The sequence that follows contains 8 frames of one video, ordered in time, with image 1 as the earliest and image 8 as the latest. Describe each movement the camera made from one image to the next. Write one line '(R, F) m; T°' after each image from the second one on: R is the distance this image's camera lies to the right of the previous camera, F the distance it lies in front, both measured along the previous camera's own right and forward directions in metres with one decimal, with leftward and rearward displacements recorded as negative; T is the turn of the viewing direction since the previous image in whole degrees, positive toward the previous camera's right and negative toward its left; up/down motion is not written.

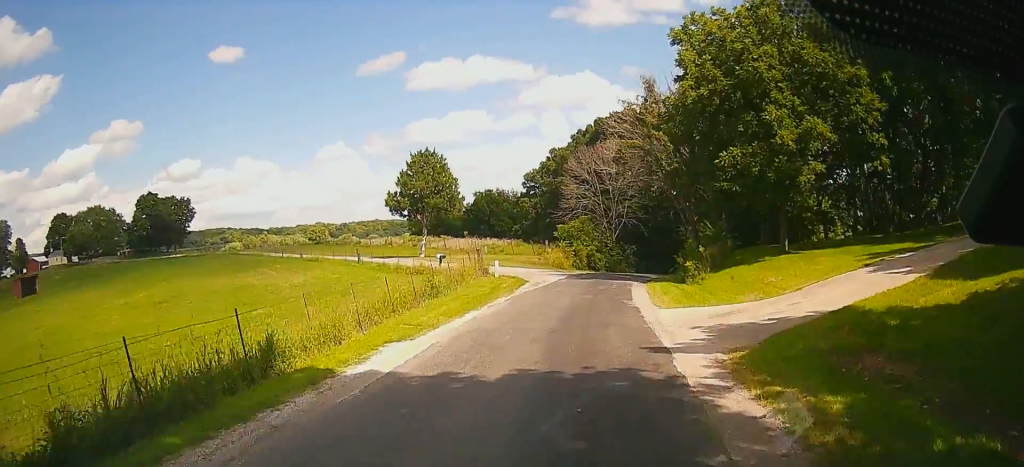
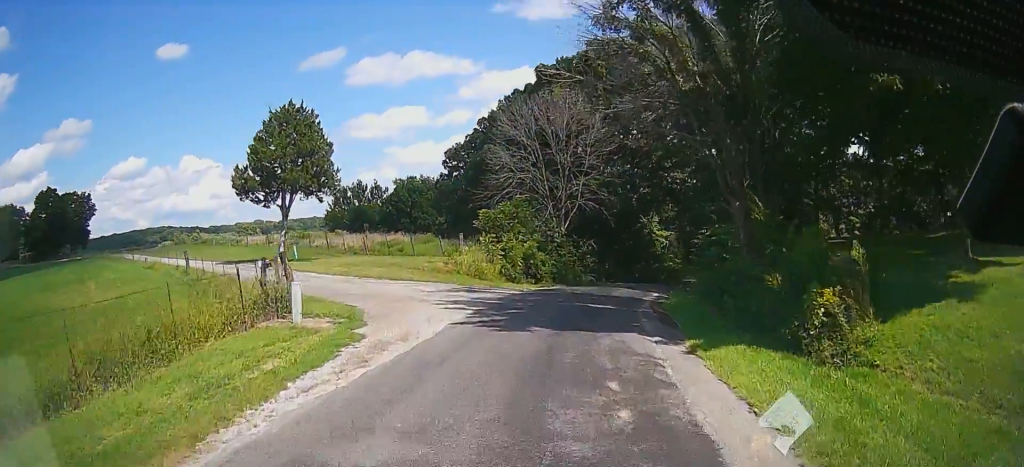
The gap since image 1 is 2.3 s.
(+2.9, +22.1) m; +9°
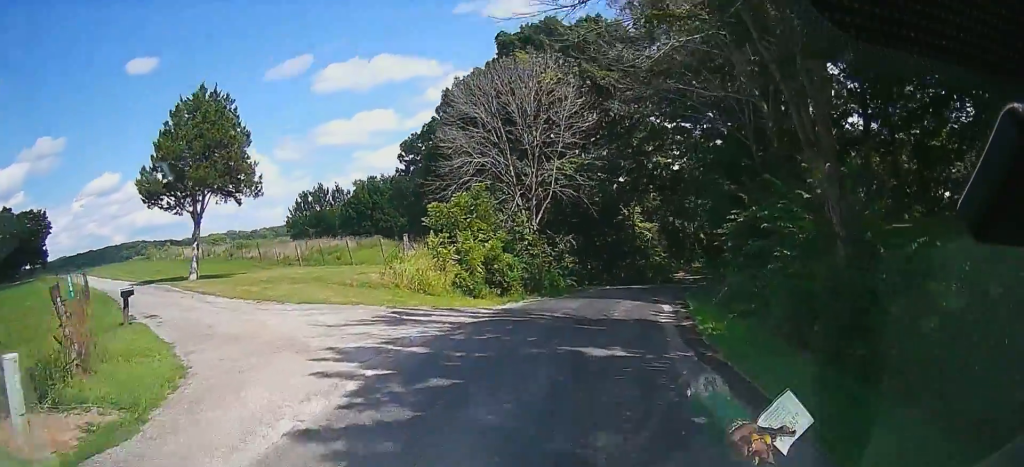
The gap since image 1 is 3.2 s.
(0.0, +8.9) m; 0°
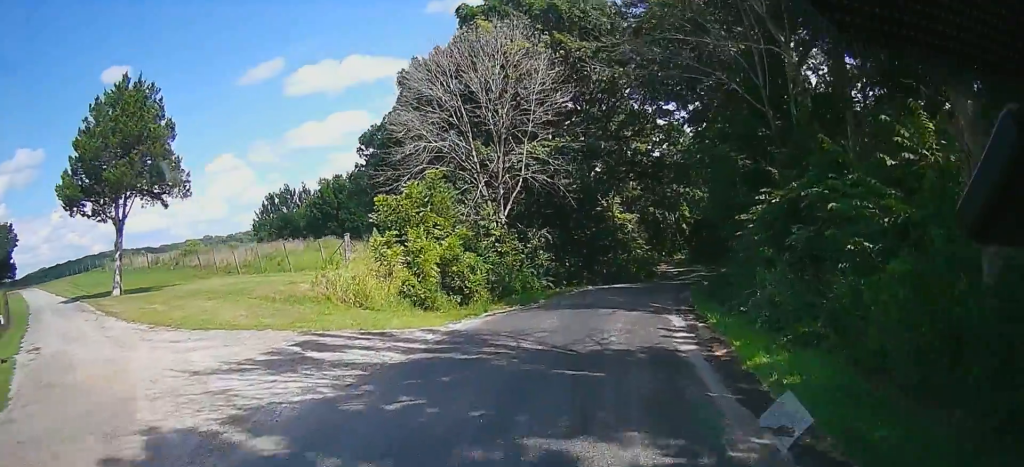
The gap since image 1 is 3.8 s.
(0.0, +5.5) m; +1°
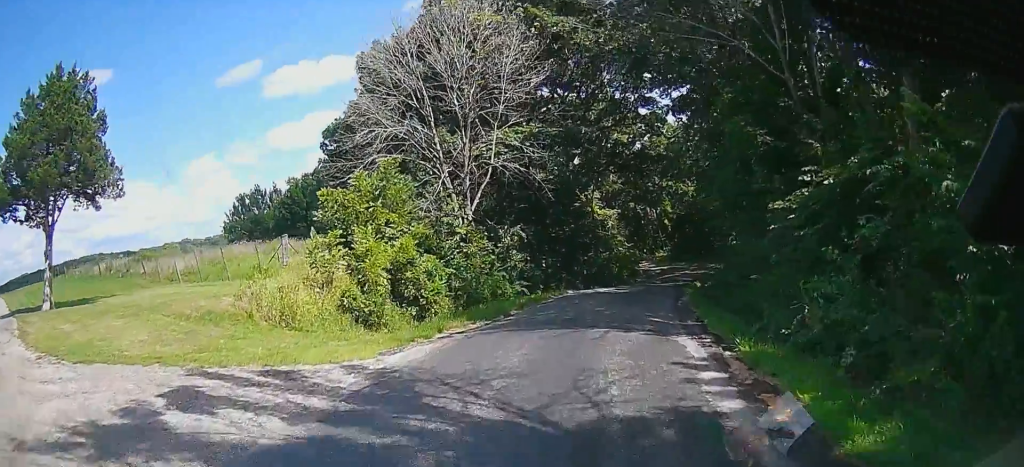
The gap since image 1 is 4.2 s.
(-0.1, +4.2) m; +2°
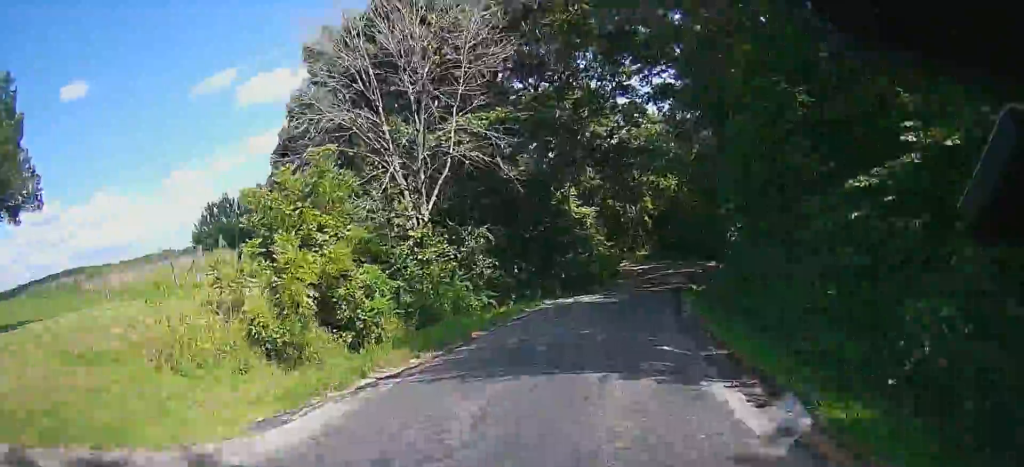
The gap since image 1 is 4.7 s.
(+0.1, +4.7) m; +2°
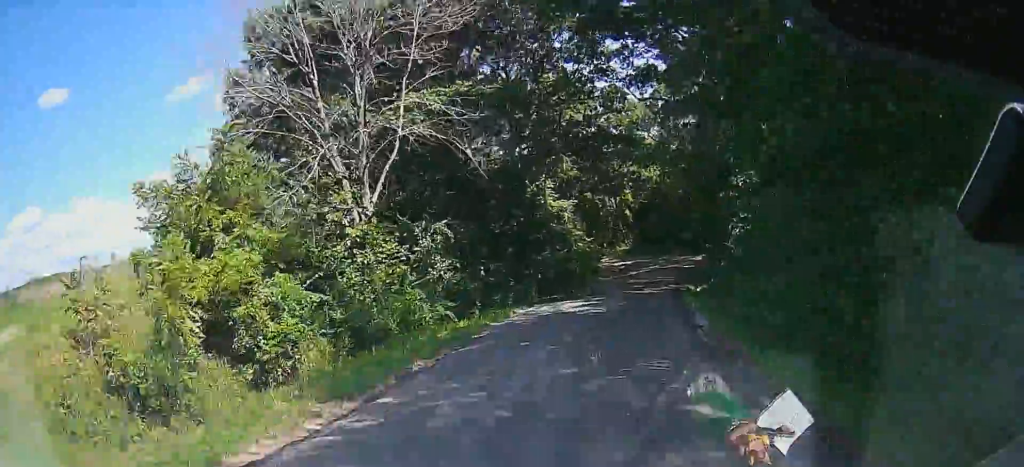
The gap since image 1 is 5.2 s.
(+0.3, +4.3) m; +2°
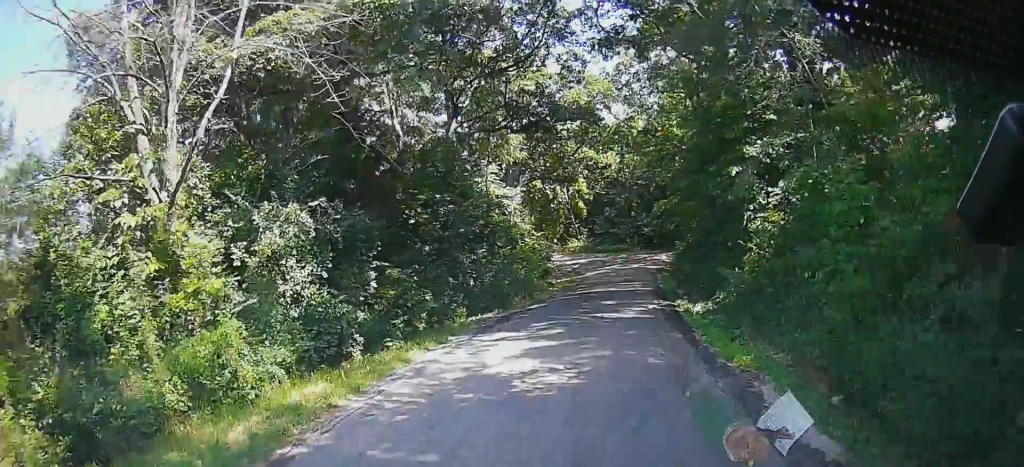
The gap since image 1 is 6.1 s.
(+0.2, +8.1) m; +2°
